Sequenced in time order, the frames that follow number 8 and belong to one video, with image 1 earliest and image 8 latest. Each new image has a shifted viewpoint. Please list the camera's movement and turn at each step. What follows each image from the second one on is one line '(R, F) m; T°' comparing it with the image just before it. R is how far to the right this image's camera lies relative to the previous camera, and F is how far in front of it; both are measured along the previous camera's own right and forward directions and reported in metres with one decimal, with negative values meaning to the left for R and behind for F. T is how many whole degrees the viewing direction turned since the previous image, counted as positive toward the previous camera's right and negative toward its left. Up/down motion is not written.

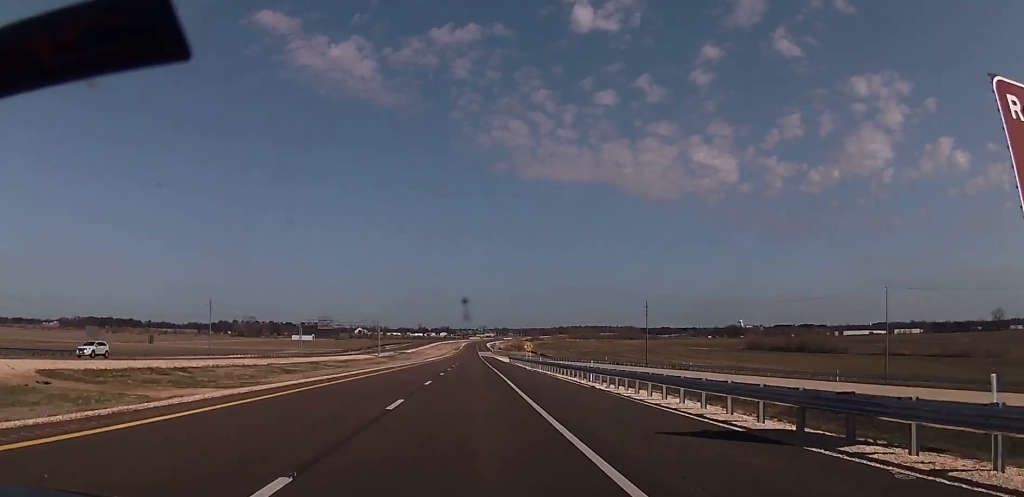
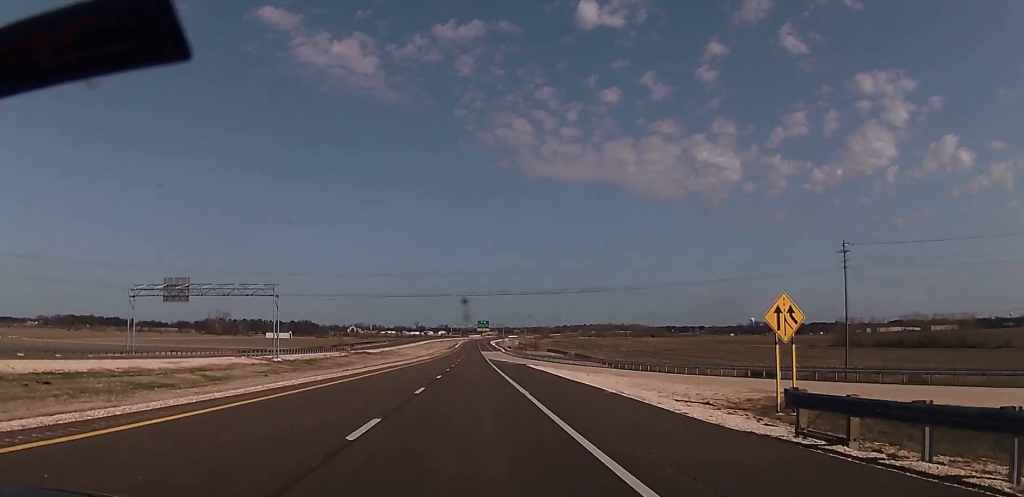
(0.0, +103.3) m; 0°
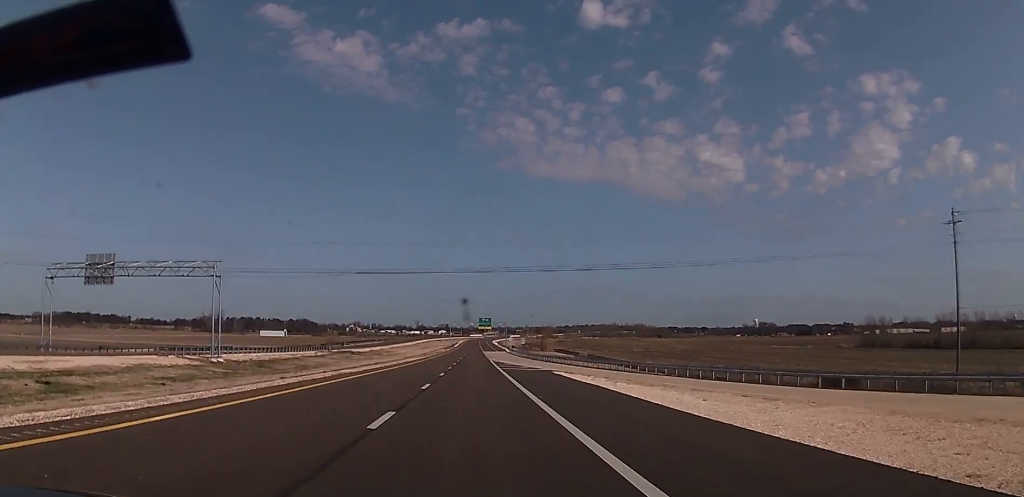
(0.0, +22.8) m; 0°
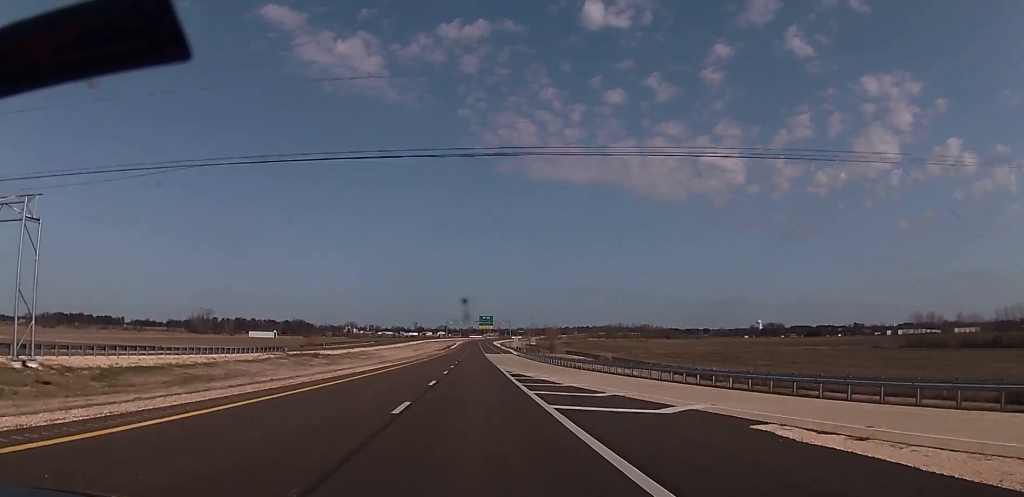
(0.0, +33.5) m; 0°
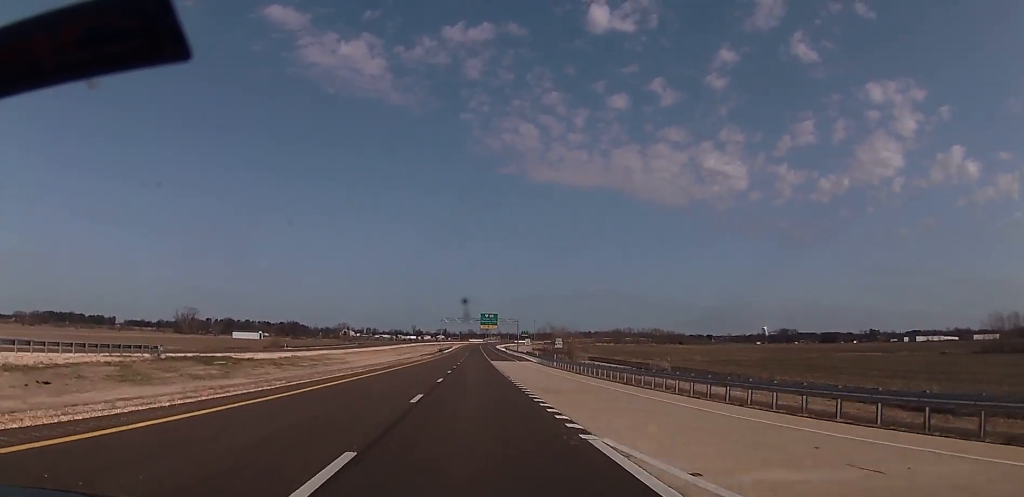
(0.0, +45.4) m; 0°
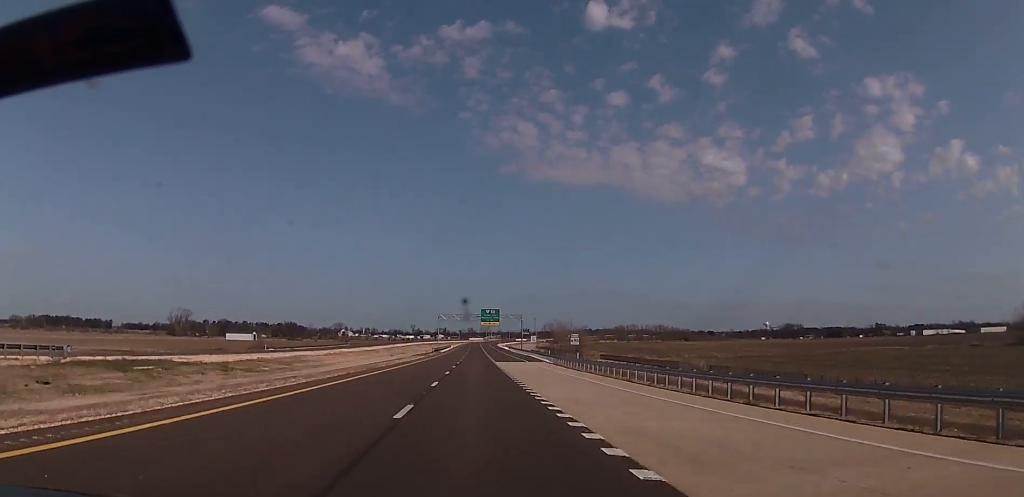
(0.0, +16.7) m; 0°
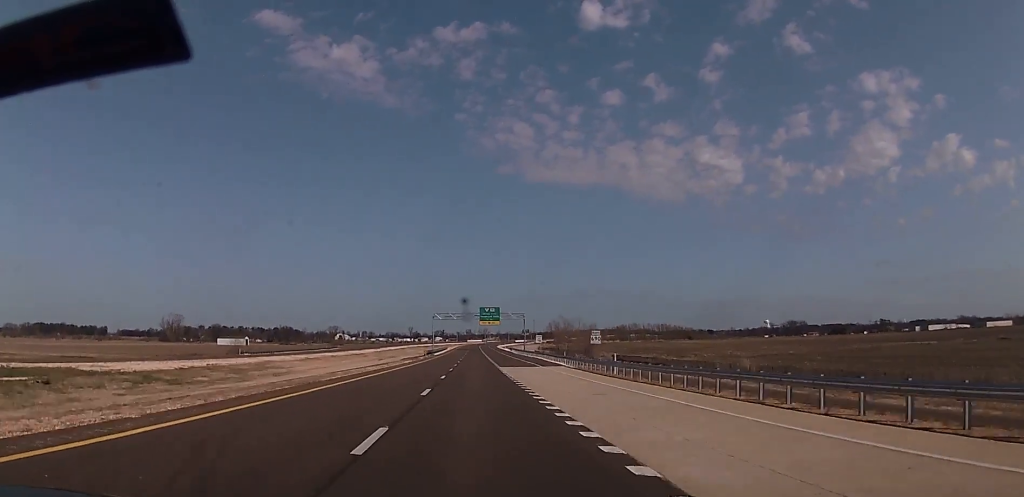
(0.0, +16.7) m; 0°
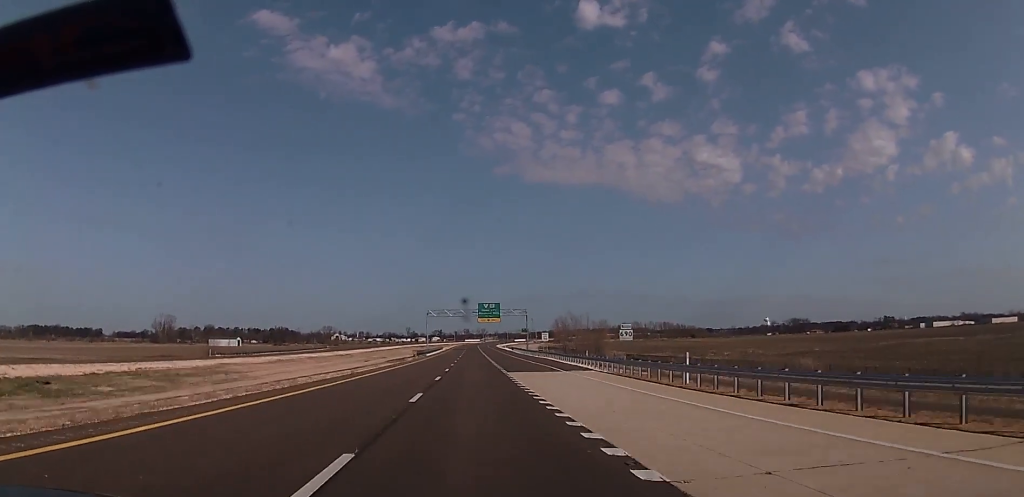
(0.0, +15.5) m; 0°
